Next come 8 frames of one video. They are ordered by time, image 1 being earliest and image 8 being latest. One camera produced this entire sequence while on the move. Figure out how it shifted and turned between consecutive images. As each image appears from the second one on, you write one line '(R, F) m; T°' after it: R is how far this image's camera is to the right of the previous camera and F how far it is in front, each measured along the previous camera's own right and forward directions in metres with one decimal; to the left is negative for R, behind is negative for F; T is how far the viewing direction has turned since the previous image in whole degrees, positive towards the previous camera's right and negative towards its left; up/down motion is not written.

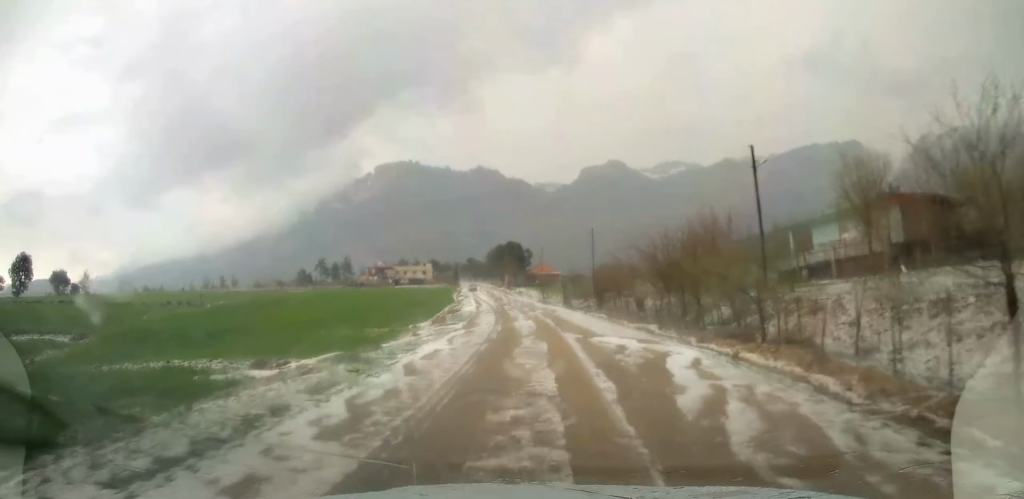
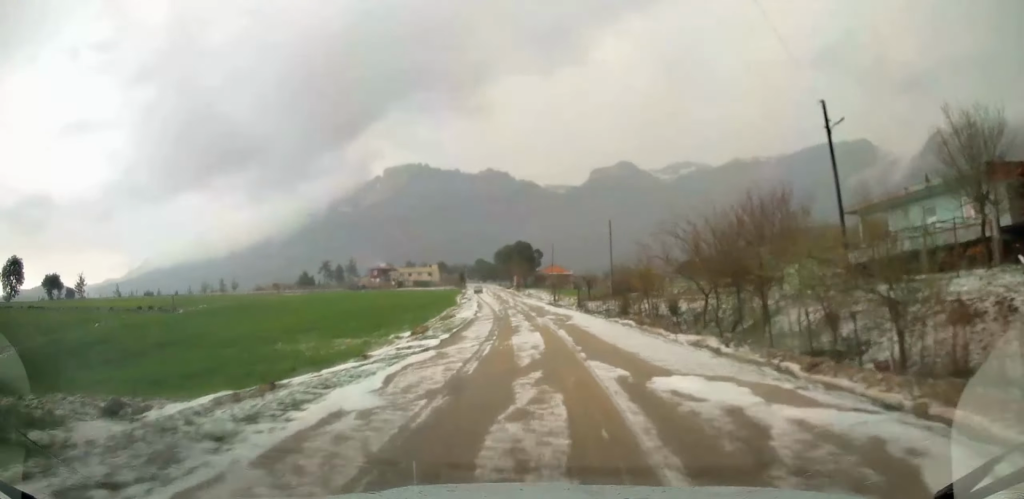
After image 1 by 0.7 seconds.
(-0.1, +8.4) m; -1°
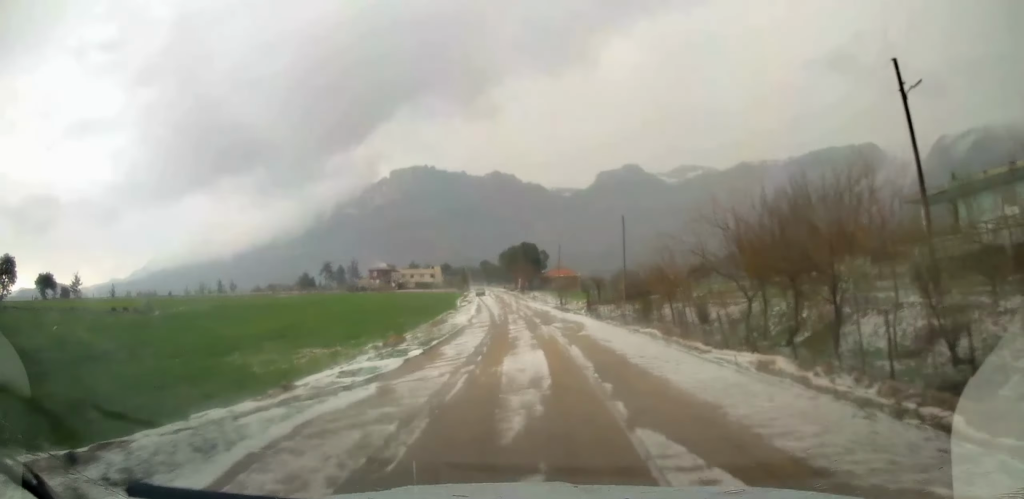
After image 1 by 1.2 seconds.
(0.0, +5.8) m; -1°
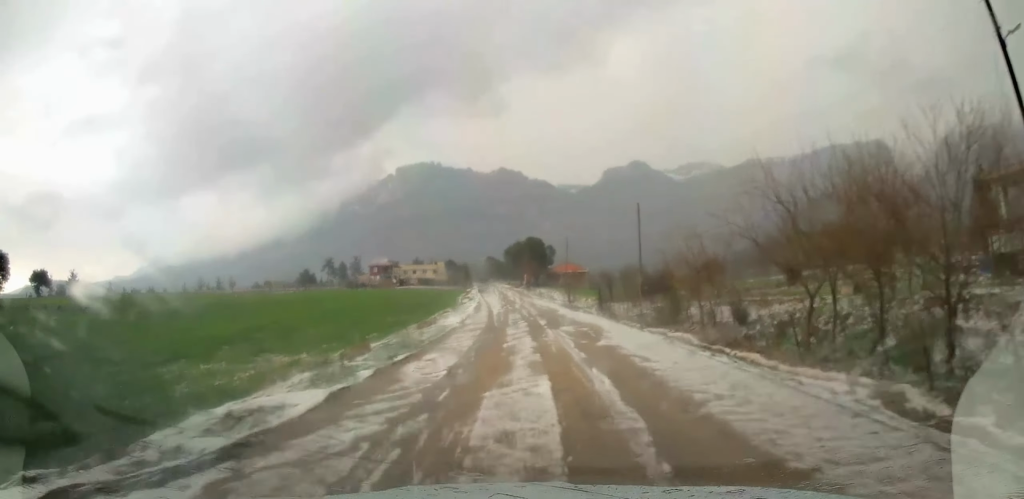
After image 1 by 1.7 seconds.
(0.0, +5.4) m; -1°
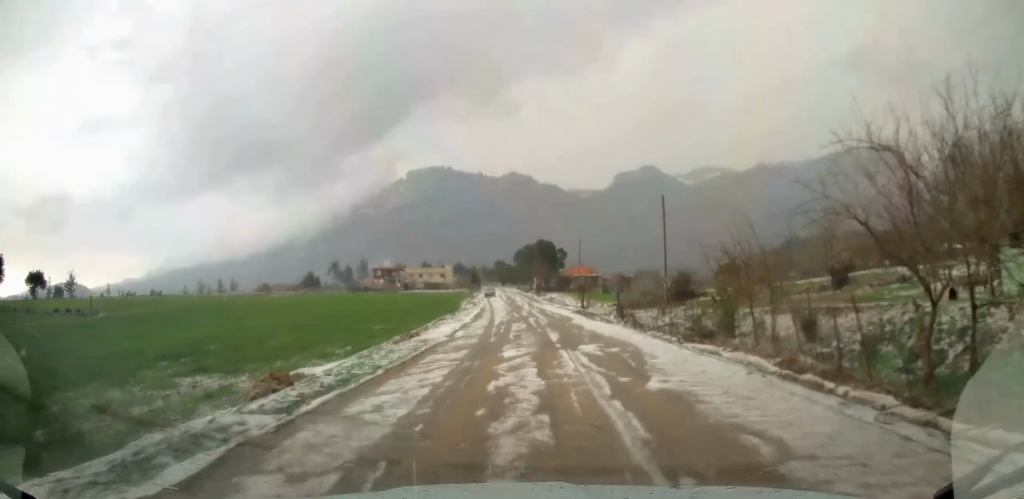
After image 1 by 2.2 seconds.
(-0.2, +6.2) m; -1°
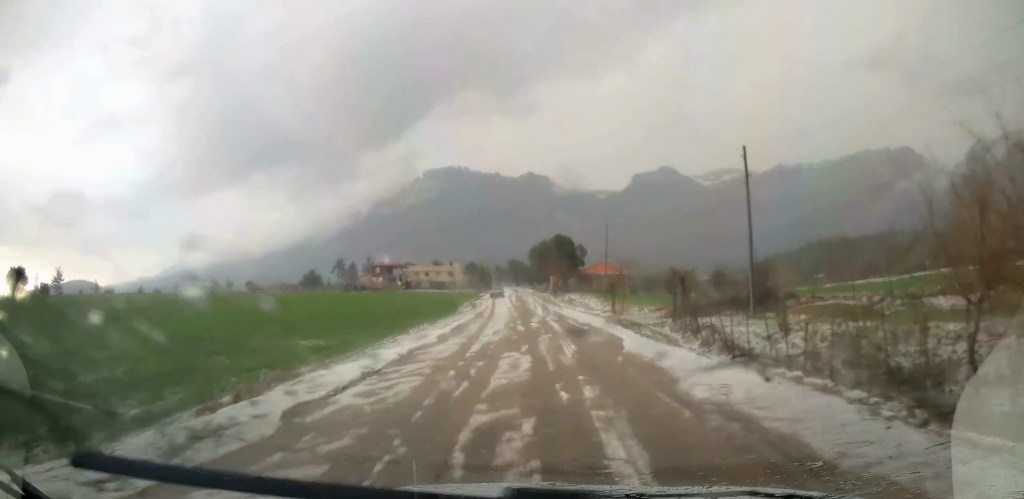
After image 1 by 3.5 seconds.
(-0.2, +14.7) m; -1°
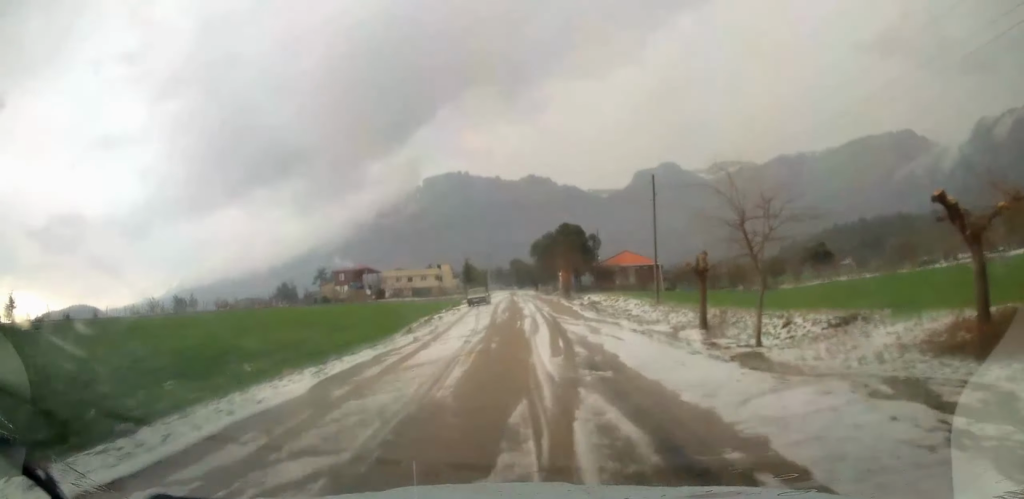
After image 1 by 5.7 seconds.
(-0.2, +25.8) m; -1°
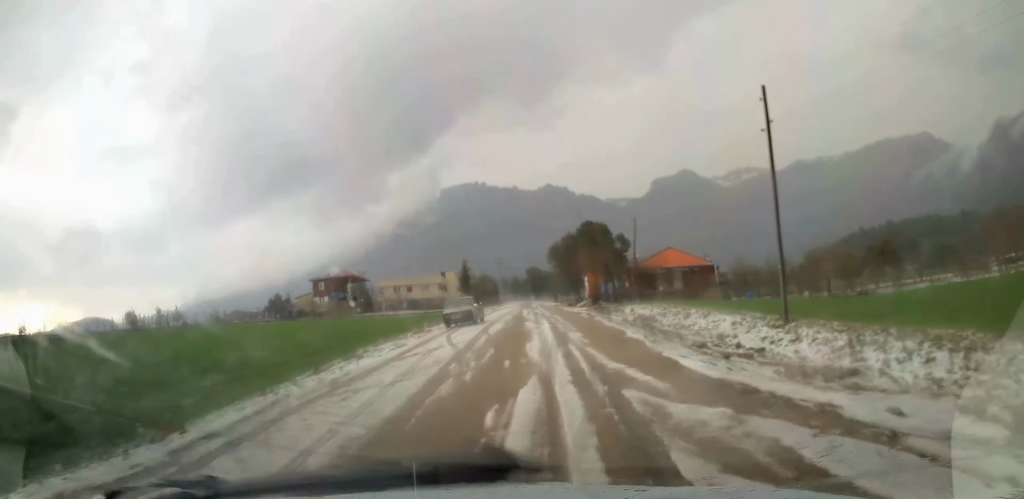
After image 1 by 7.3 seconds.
(-0.3, +17.7) m; -1°
